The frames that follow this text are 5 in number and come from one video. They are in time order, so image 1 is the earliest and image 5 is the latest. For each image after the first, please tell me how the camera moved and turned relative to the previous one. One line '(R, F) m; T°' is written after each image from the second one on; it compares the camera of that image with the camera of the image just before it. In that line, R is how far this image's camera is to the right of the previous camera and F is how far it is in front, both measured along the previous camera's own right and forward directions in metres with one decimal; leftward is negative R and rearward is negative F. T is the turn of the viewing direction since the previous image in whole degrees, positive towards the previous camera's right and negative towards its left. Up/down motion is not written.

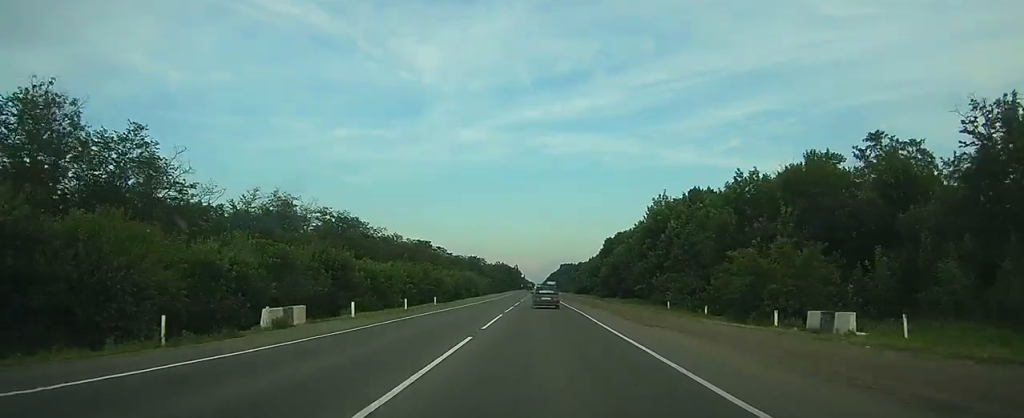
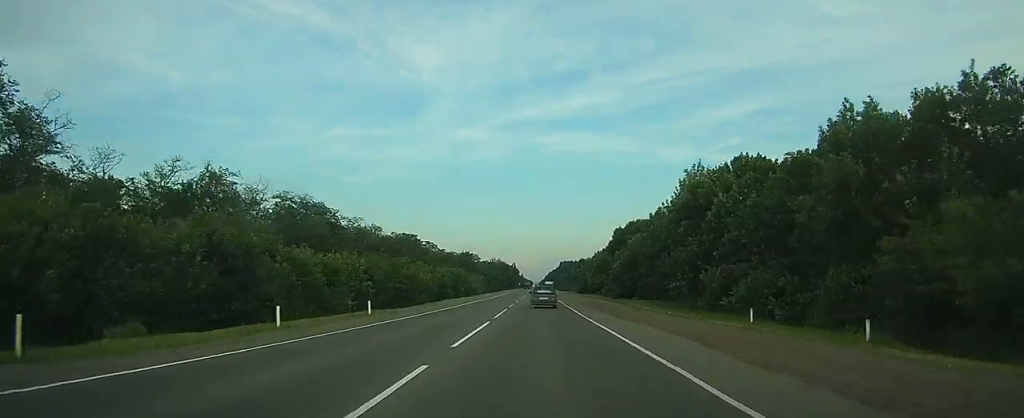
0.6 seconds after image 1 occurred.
(0.0, +17.3) m; 0°
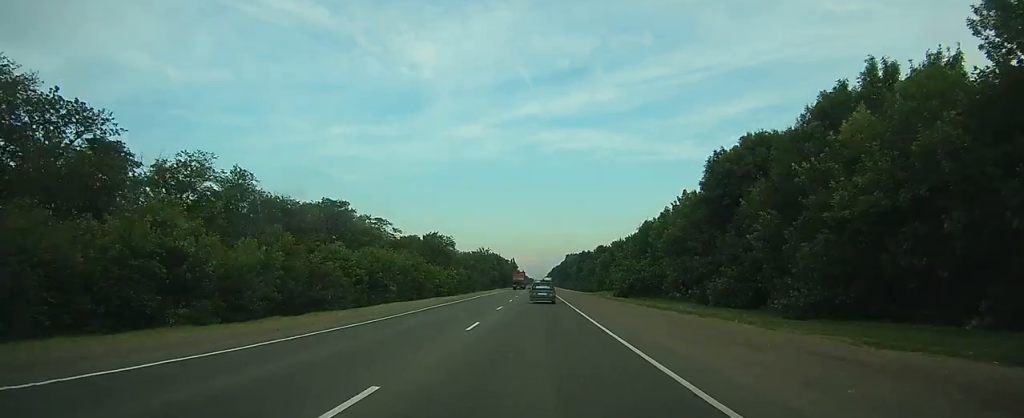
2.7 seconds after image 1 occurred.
(+0.6, +58.0) m; +1°
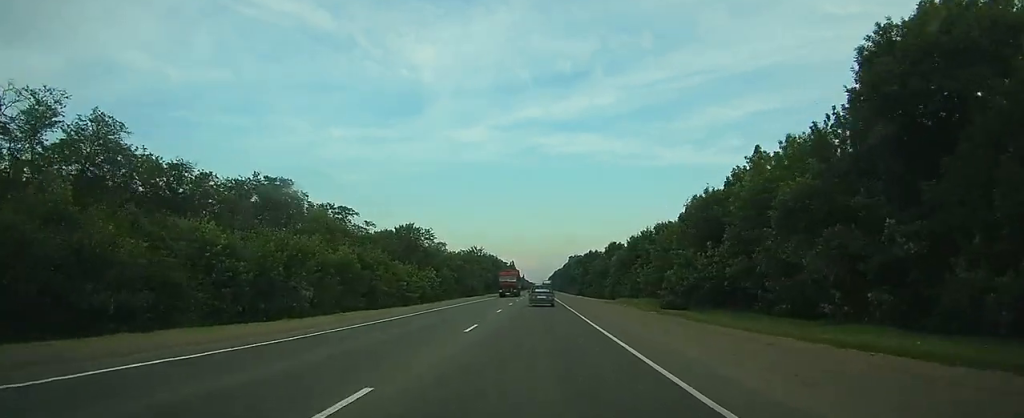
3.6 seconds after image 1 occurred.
(0.0, +24.2) m; 0°
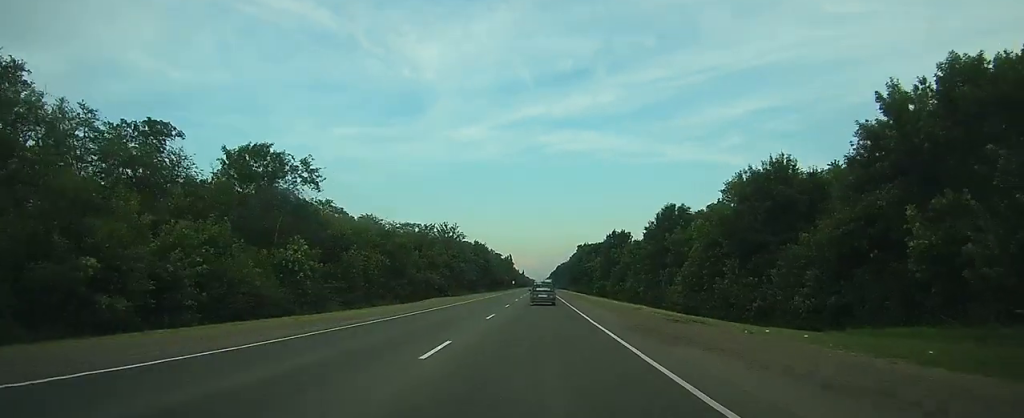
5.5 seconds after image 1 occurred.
(-0.4, +54.6) m; -1°
